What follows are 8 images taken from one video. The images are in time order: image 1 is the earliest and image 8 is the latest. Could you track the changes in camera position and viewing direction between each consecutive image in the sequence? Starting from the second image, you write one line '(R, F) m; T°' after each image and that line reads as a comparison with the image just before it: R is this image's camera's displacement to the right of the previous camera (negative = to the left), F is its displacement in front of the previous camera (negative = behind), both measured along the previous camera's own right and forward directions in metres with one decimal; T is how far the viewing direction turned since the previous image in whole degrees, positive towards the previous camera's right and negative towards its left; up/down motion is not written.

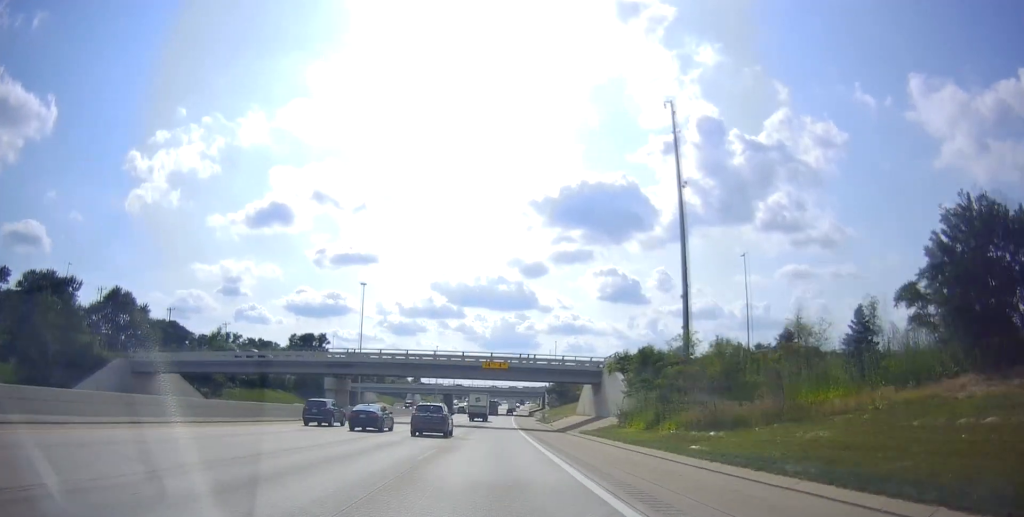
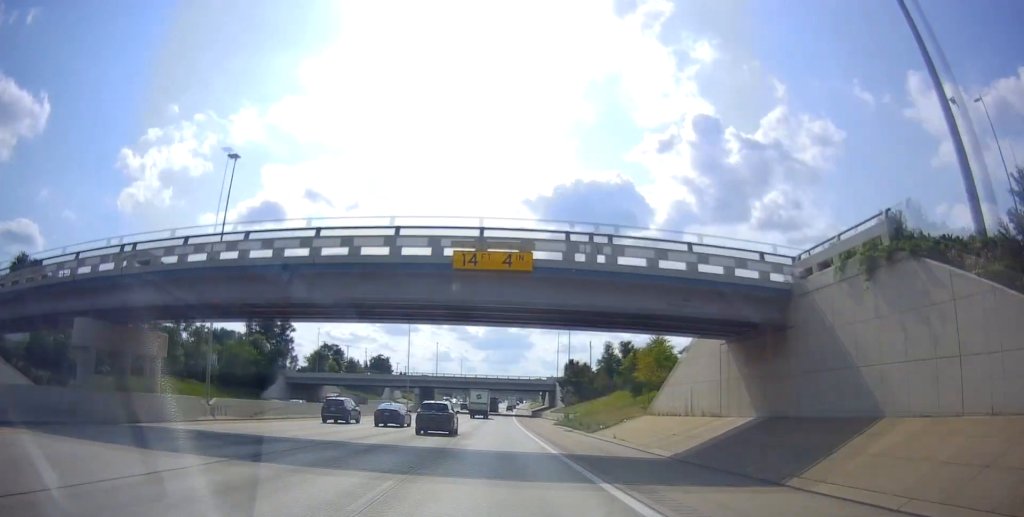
(0.0, +38.8) m; 0°
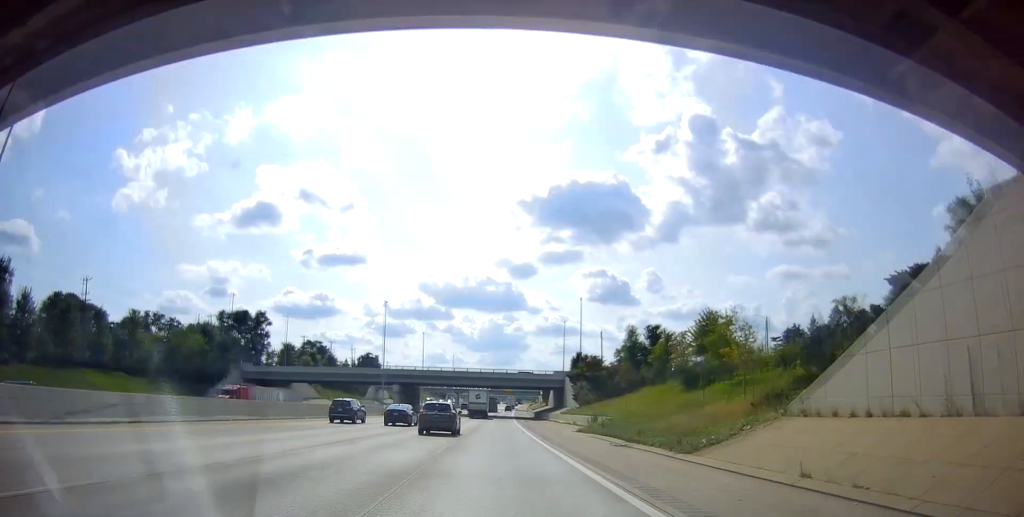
(-0.1, +20.5) m; +1°
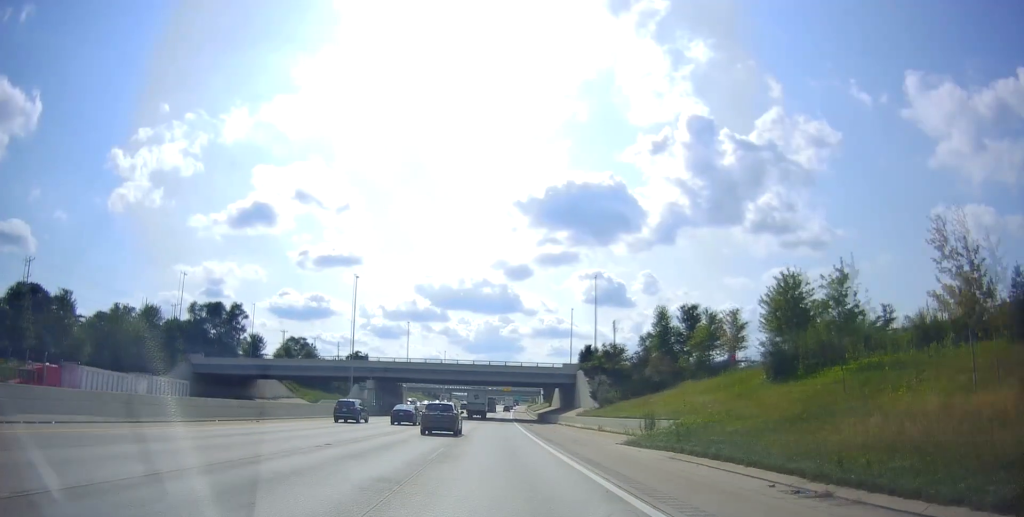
(+0.3, +17.2) m; +1°
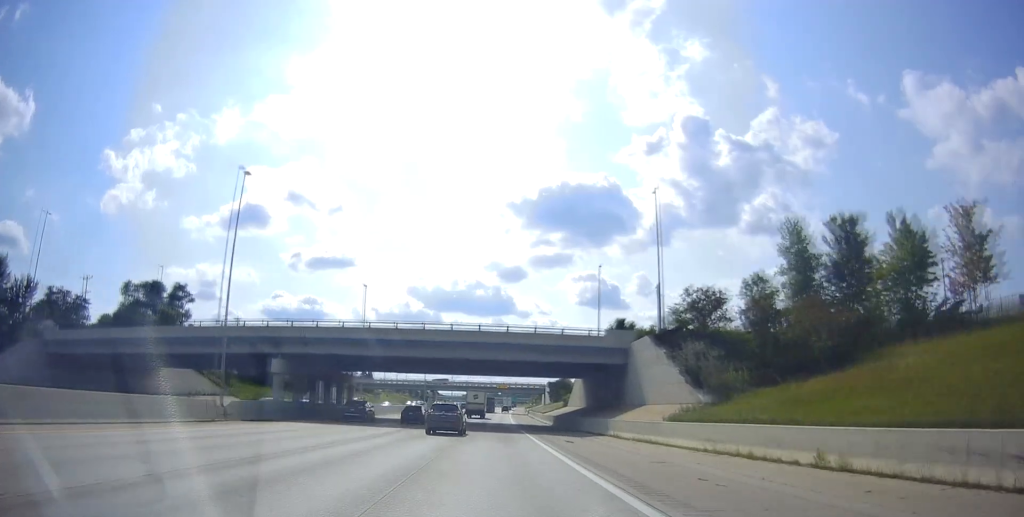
(+0.2, +33.4) m; +1°
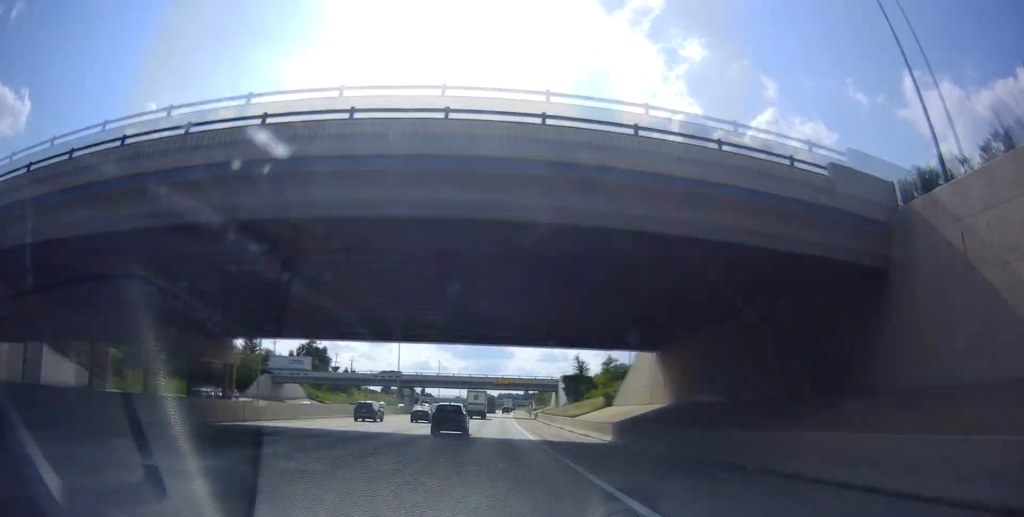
(+0.4, +32.9) m; +1°
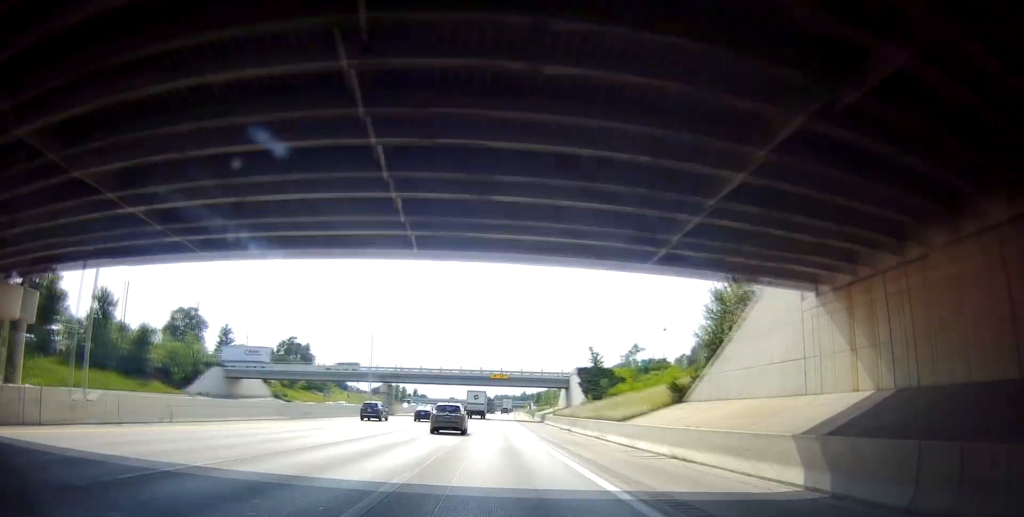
(+0.1, +20.0) m; 0°
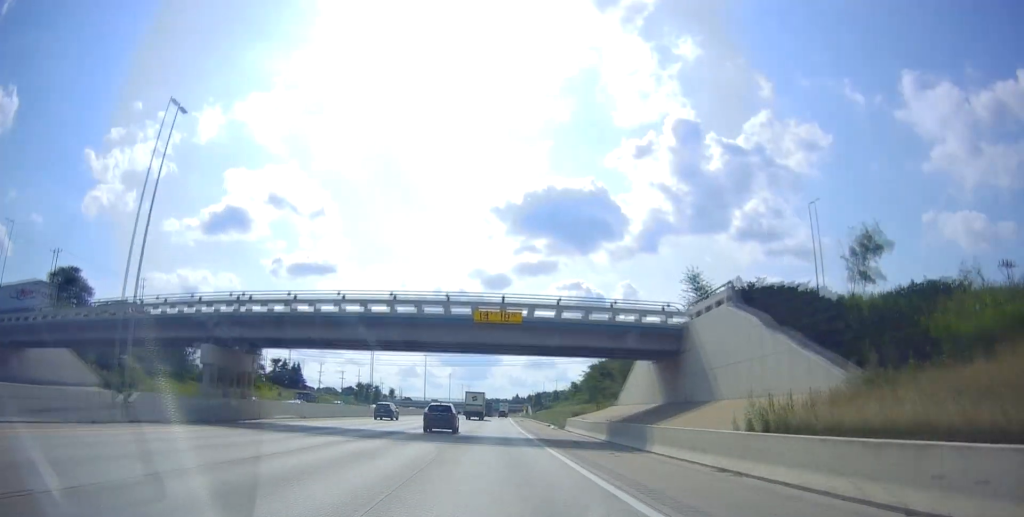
(-0.8, +53.5) m; -1°
